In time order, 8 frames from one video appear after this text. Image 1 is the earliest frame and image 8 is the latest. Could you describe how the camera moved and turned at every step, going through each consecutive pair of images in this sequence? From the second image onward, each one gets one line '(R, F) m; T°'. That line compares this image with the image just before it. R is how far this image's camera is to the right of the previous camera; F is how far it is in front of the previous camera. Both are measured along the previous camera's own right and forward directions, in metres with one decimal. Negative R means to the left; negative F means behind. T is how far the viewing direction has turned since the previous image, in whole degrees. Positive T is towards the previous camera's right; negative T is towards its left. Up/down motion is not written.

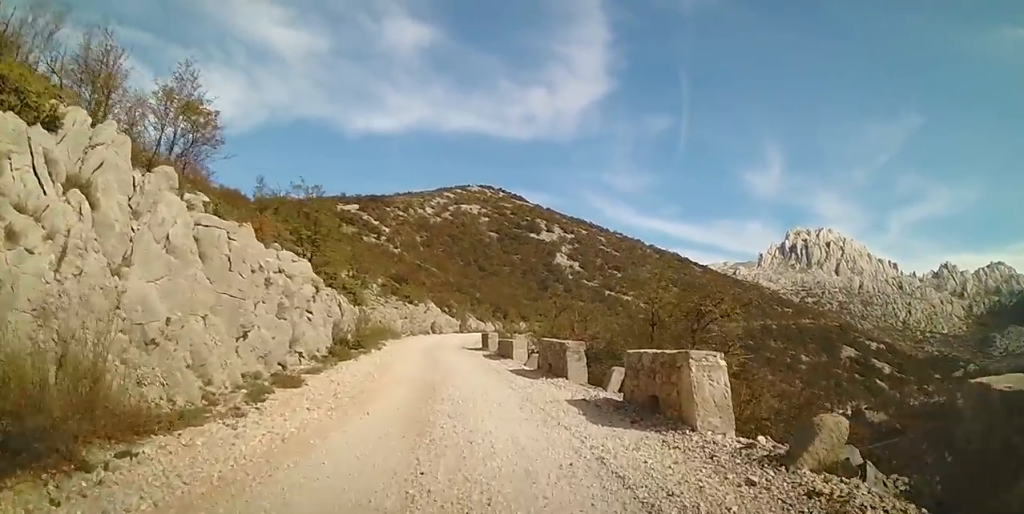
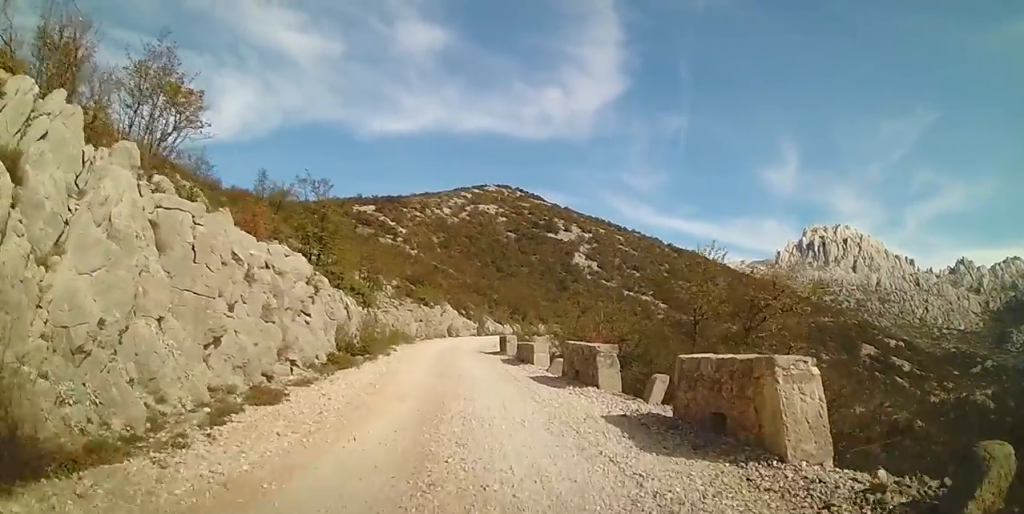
(0.0, +2.0) m; -1°
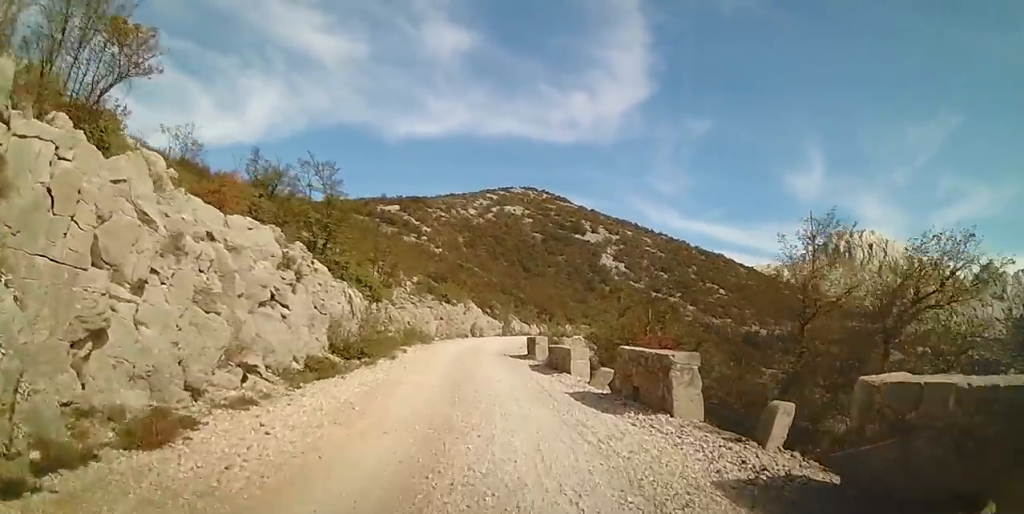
(0.0, +3.7) m; -1°
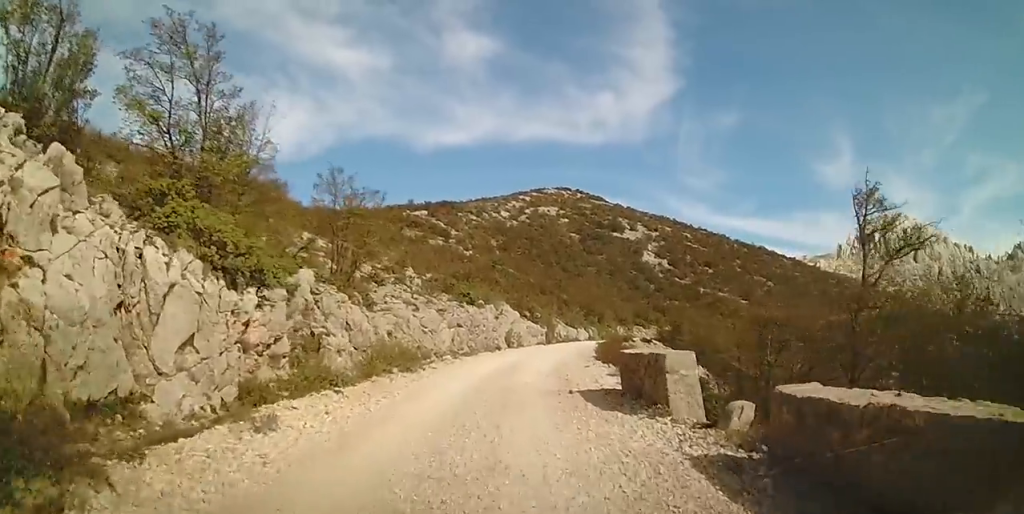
(-0.7, +15.0) m; -3°
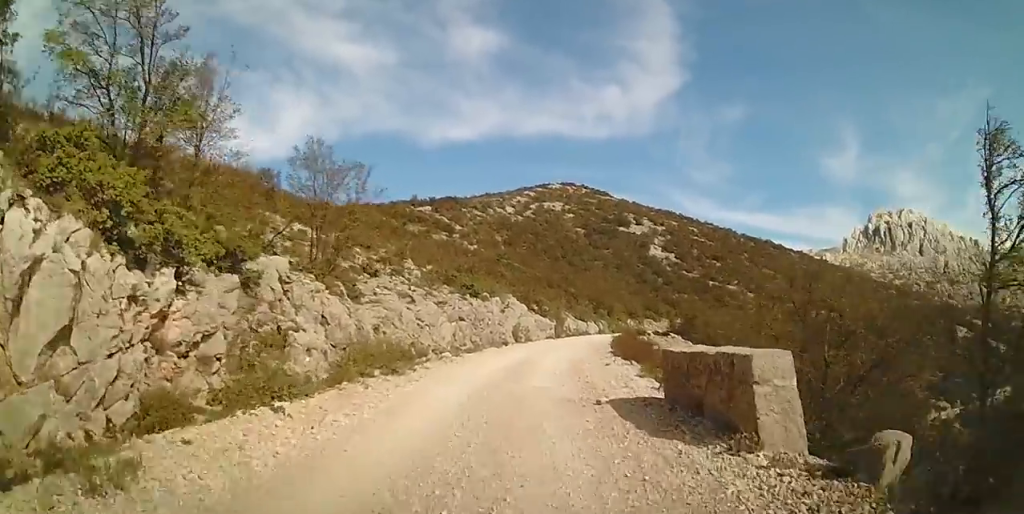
(0.0, +2.9) m; 0°
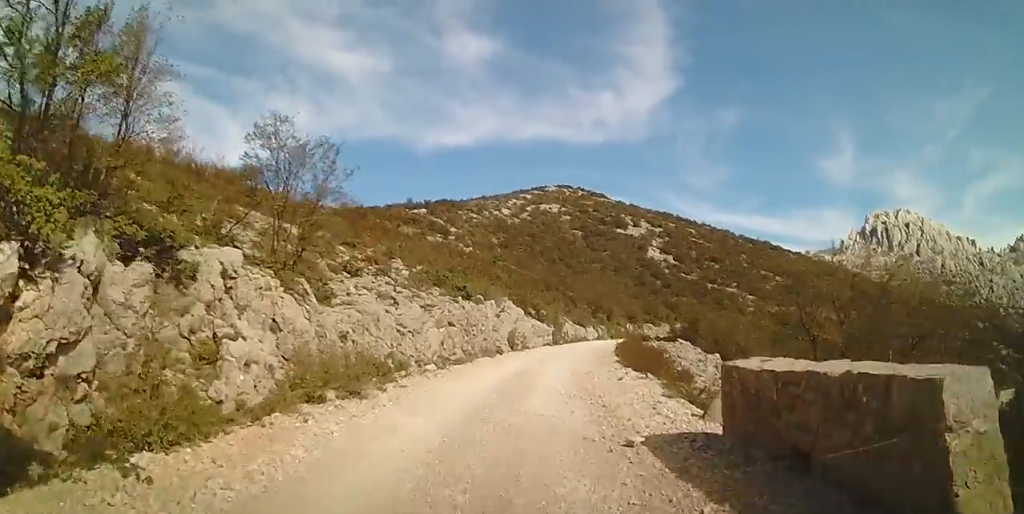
(-0.1, +3.0) m; 0°
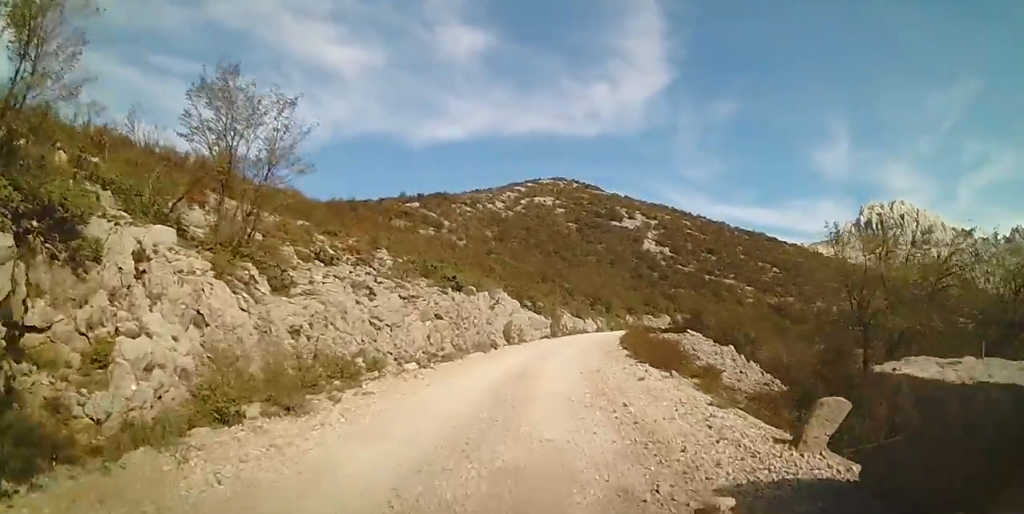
(-0.1, +3.0) m; 0°
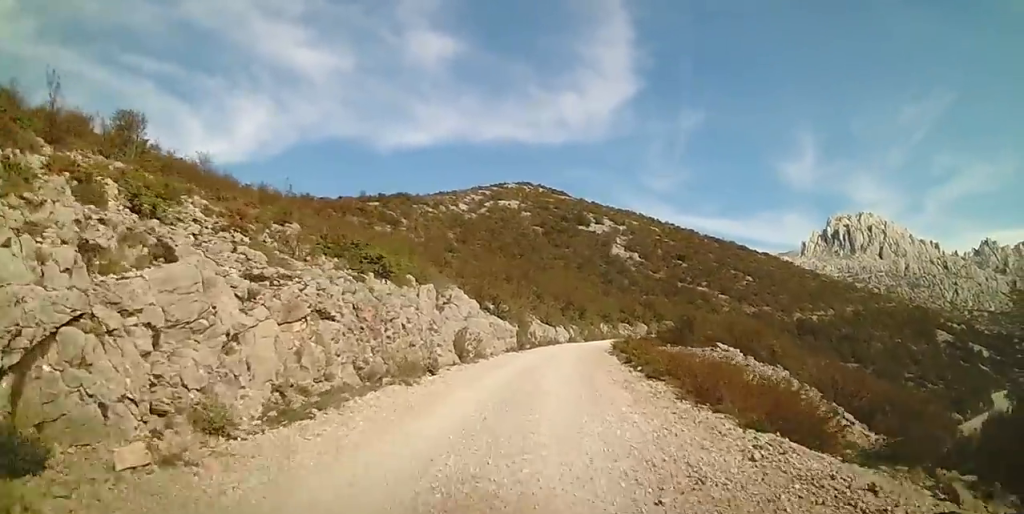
(0.0, +10.3) m; +2°
